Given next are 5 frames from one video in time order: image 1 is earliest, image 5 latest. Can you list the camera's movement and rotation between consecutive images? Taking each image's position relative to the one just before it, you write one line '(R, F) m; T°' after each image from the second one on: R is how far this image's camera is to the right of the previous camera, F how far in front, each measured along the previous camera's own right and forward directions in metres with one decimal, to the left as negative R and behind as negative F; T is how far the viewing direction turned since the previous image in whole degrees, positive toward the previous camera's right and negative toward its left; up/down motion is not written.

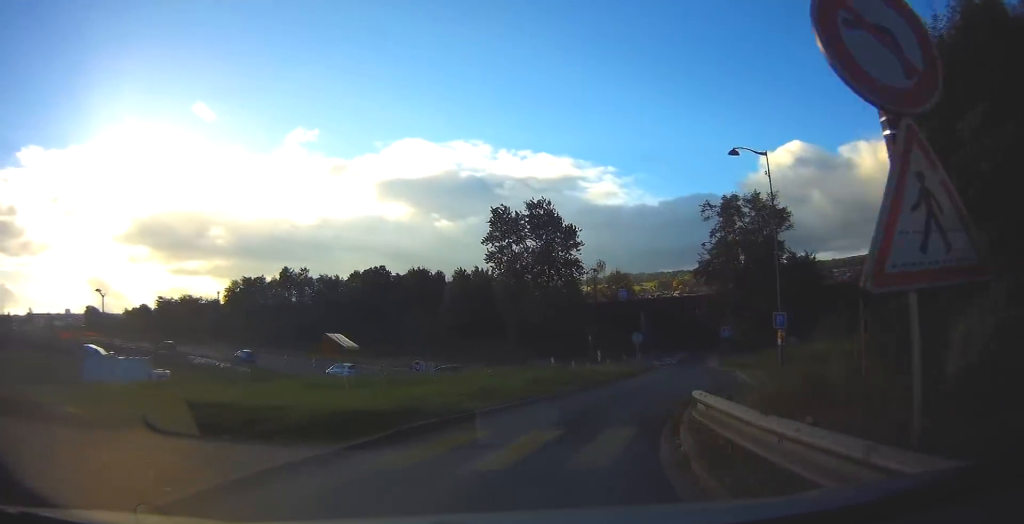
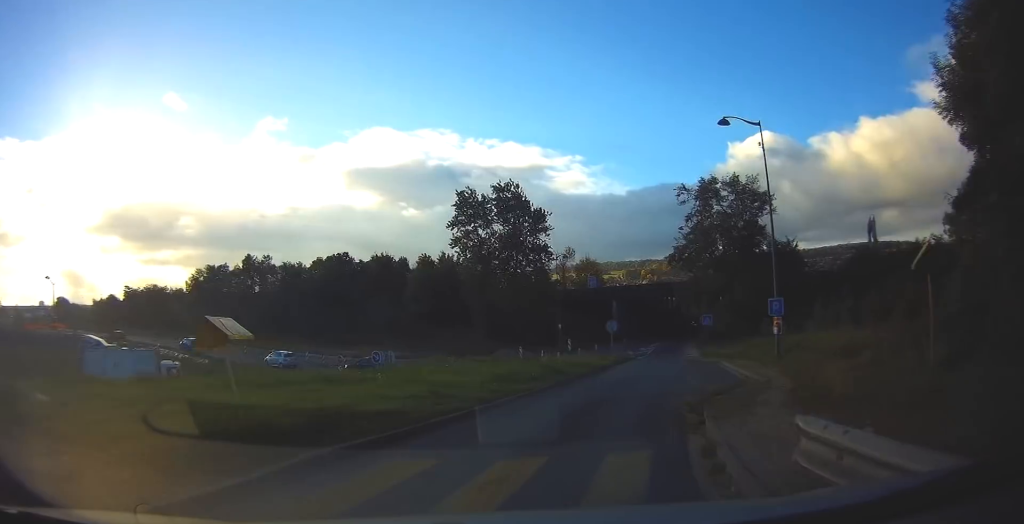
(0.0, +3.0) m; +4°
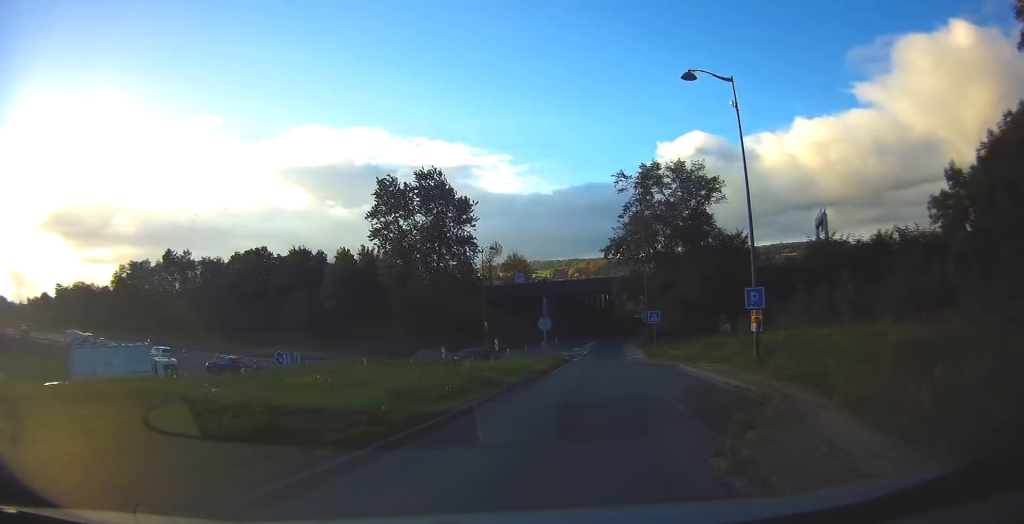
(+0.2, +4.6) m; +6°
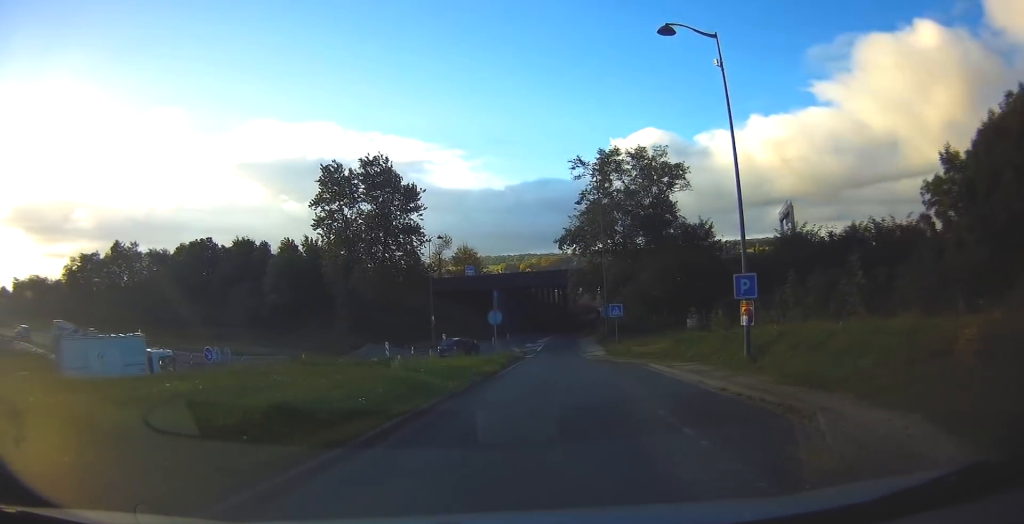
(+0.2, +3.2) m; +4°
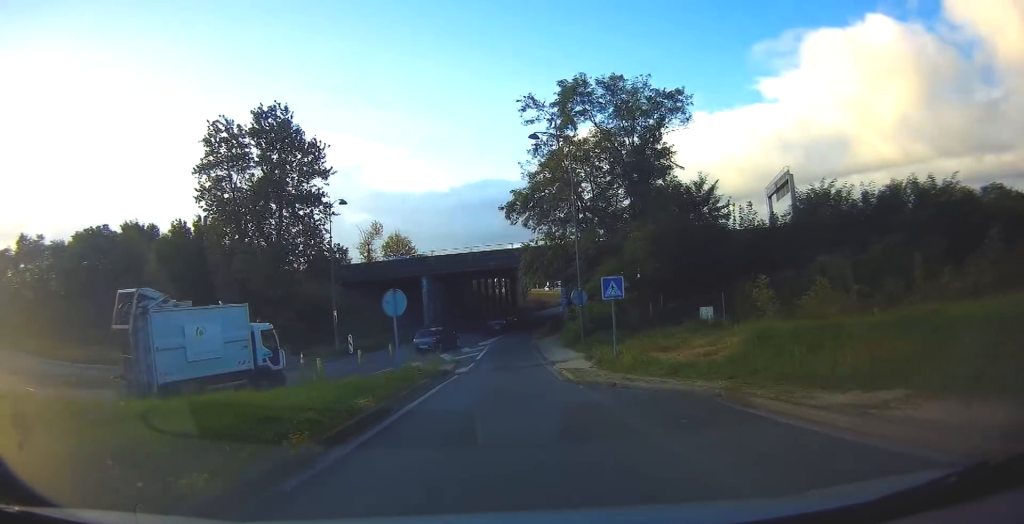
(+1.1, +14.3) m; +6°
